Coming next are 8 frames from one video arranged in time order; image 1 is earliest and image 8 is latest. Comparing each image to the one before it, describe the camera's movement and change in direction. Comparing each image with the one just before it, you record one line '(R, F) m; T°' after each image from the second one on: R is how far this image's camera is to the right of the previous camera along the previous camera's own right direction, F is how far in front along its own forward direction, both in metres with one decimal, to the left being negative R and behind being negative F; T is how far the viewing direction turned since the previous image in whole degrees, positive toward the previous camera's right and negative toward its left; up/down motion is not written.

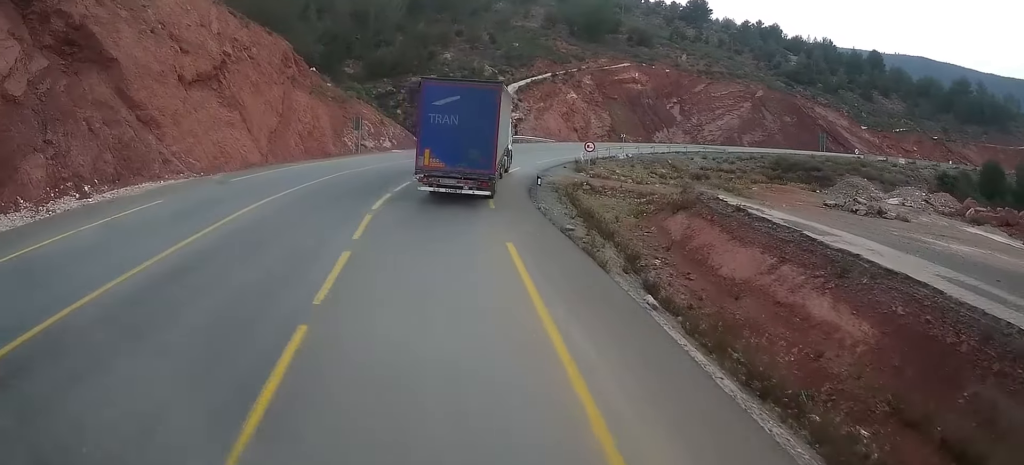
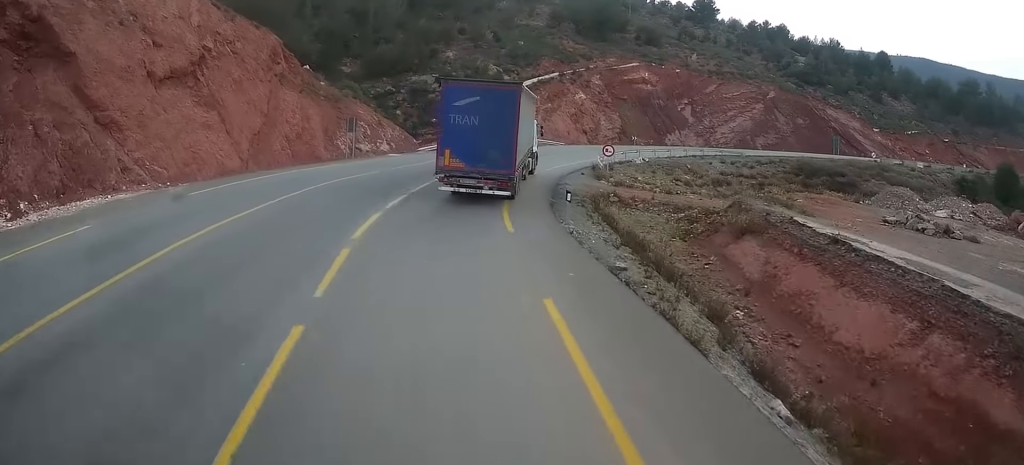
(0.0, +4.7) m; +1°
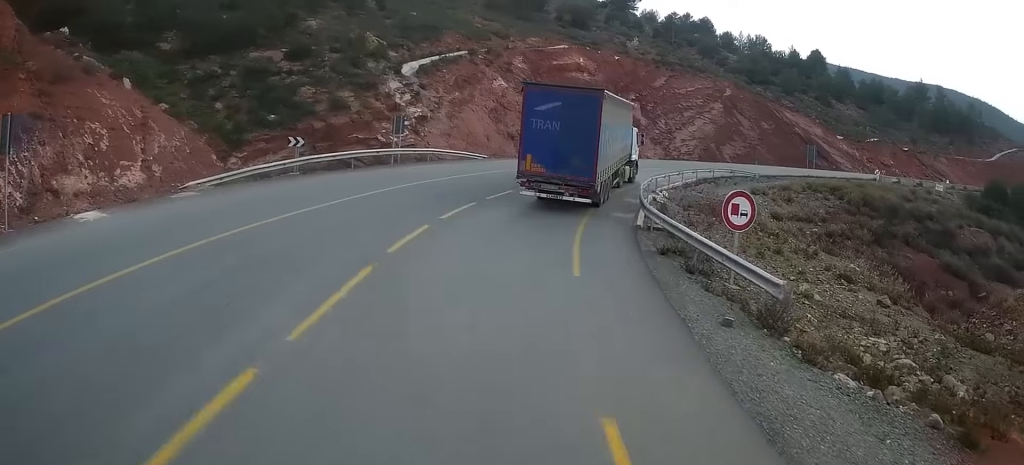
(+2.0, +28.8) m; +10°
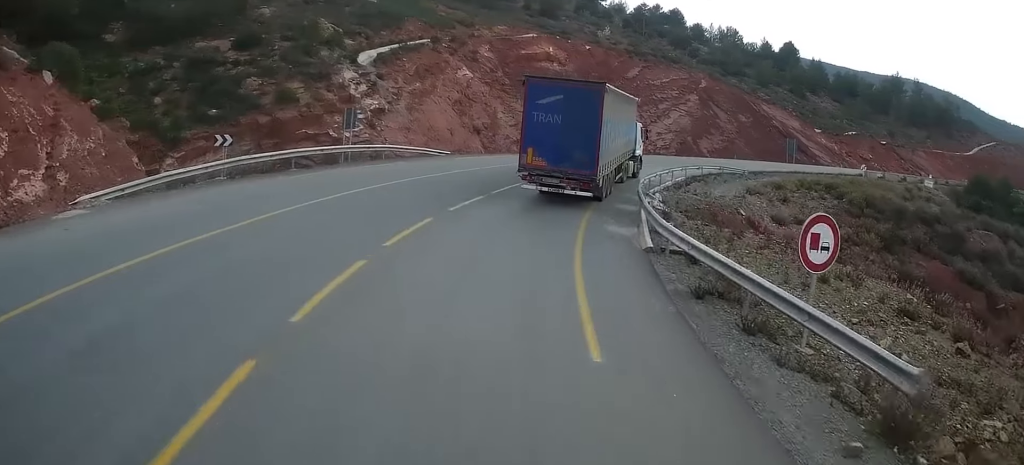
(+0.1, +4.4) m; +3°
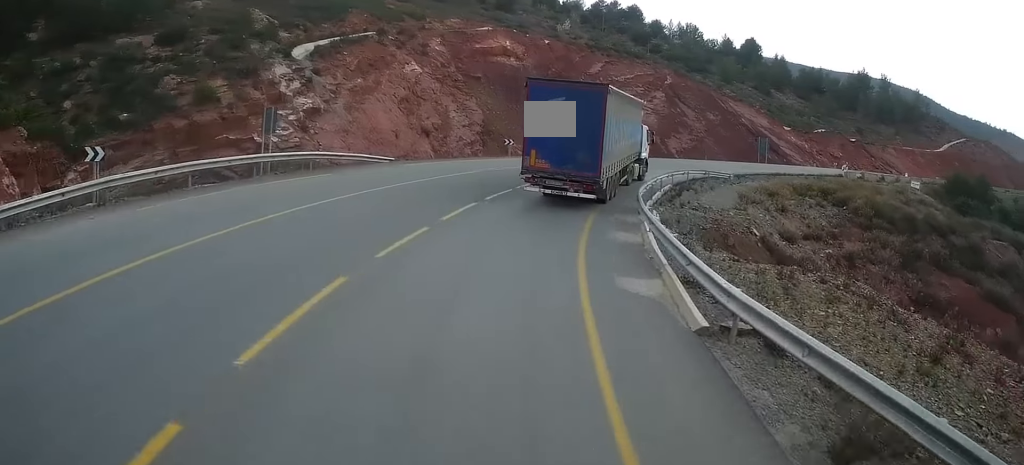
(+0.2, +5.4) m; +5°
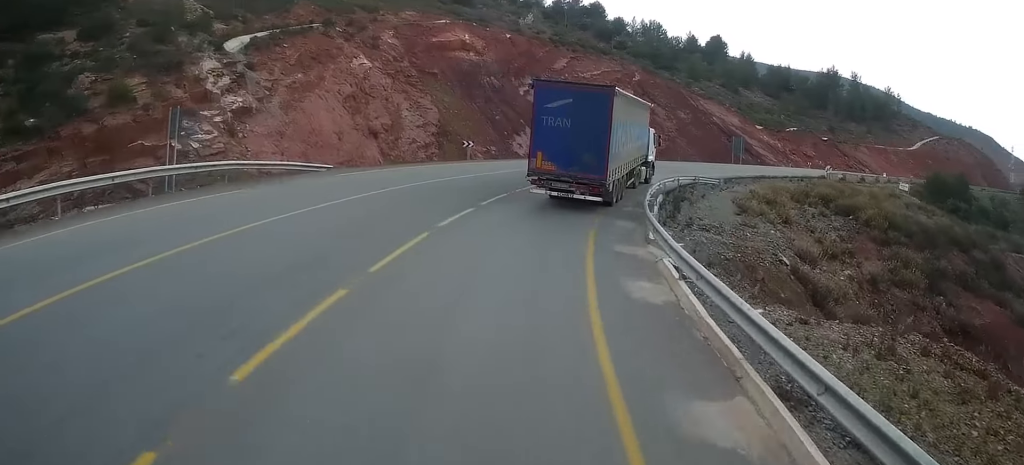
(+0.2, +5.0) m; +5°
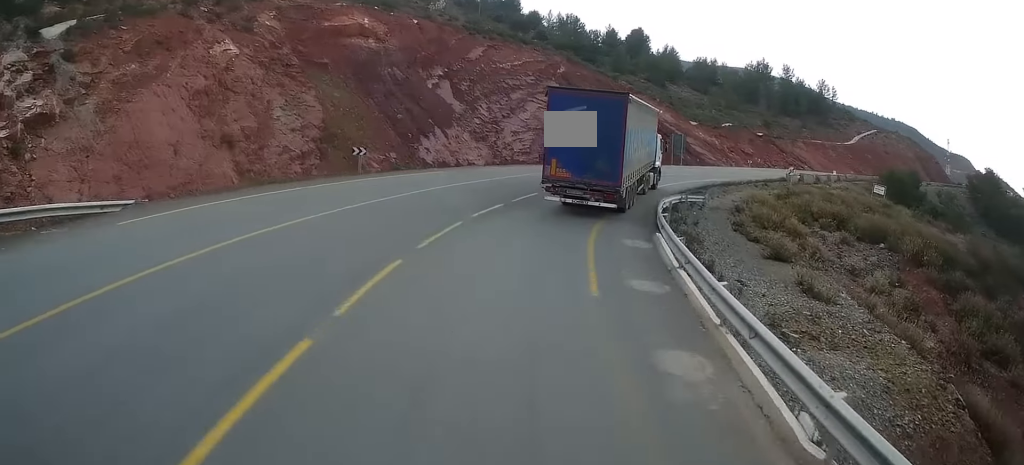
(+0.9, +10.1) m; +9°
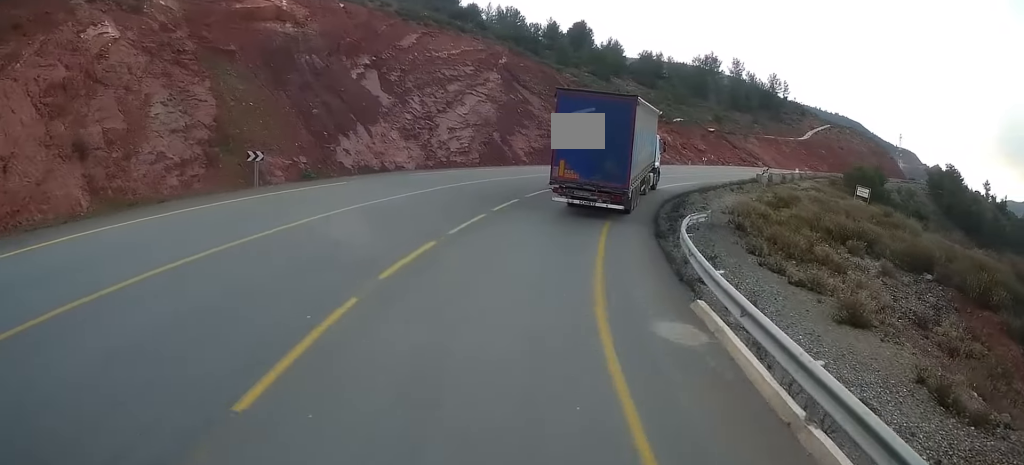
(+0.4, +7.1) m; +11°
